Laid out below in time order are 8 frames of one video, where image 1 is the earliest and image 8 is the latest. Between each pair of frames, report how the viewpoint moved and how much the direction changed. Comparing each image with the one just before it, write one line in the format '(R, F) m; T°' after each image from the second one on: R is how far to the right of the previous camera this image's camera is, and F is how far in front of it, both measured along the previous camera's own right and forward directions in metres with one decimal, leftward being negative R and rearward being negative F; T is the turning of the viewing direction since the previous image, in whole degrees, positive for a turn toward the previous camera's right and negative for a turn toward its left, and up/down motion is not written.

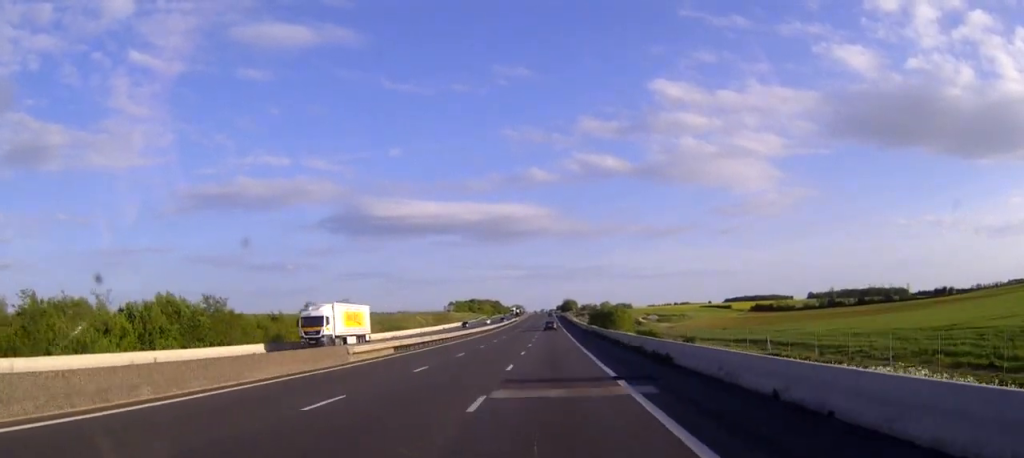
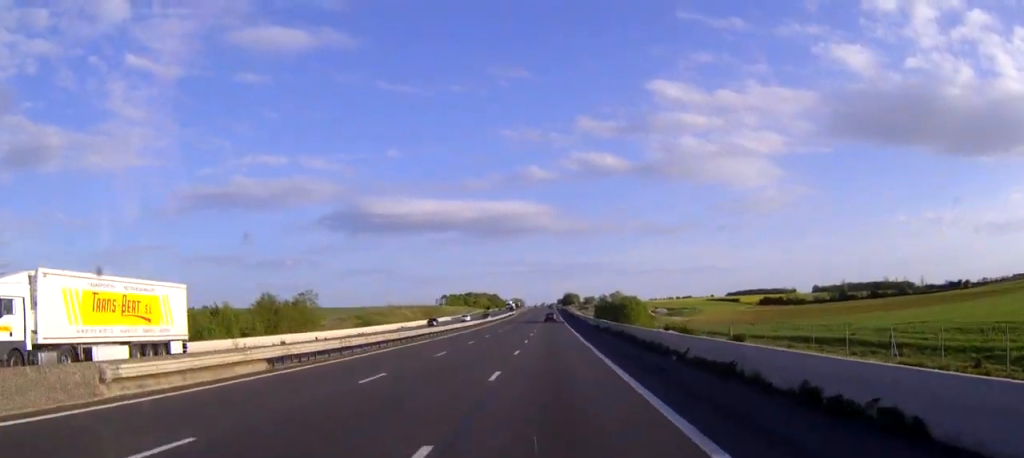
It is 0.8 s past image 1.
(0.0, +21.2) m; 0°
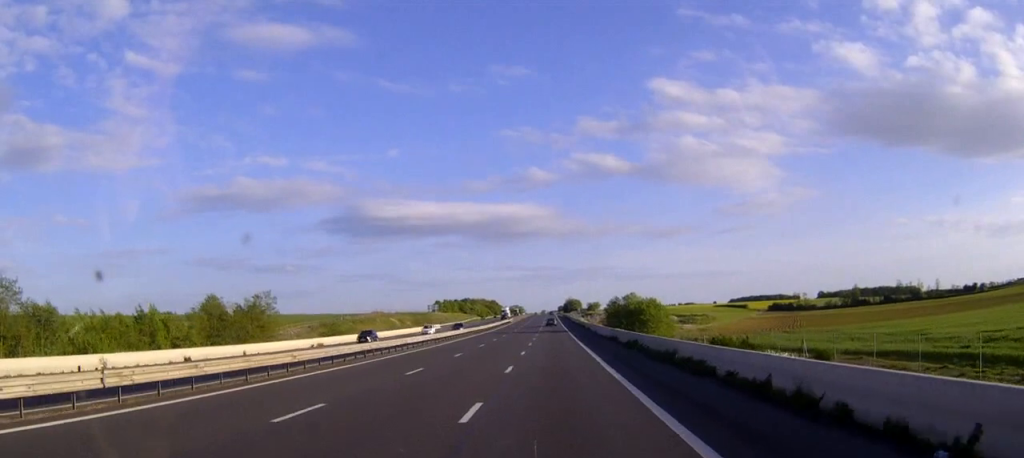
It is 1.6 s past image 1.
(0.0, +19.6) m; 0°
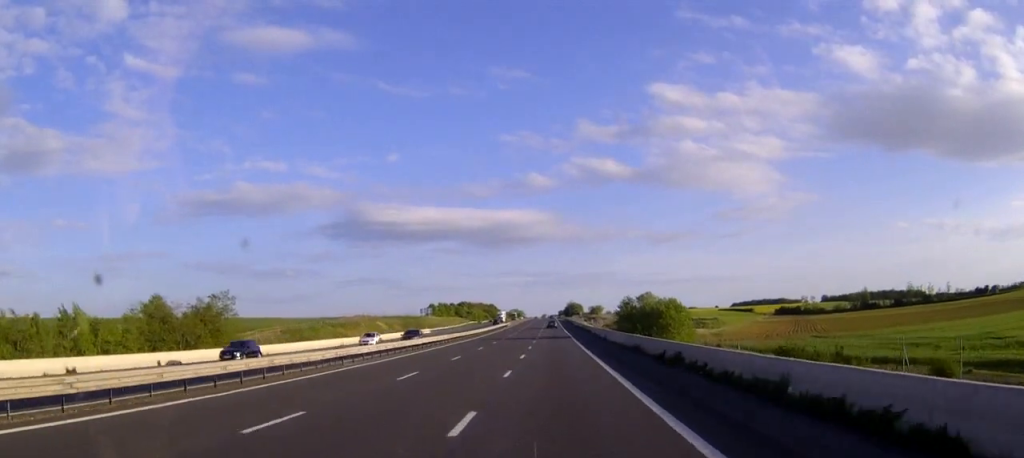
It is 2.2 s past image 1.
(0.0, +14.5) m; 0°
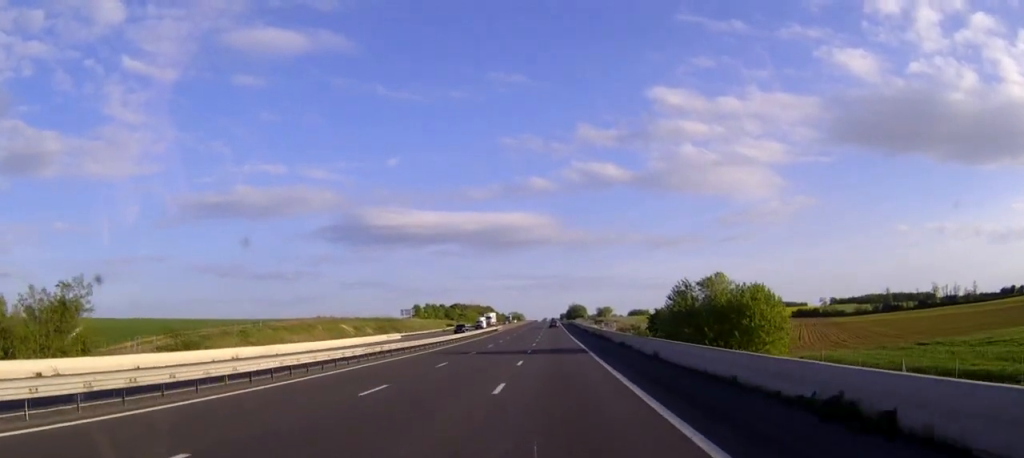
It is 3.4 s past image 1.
(0.0, +31.6) m; 0°
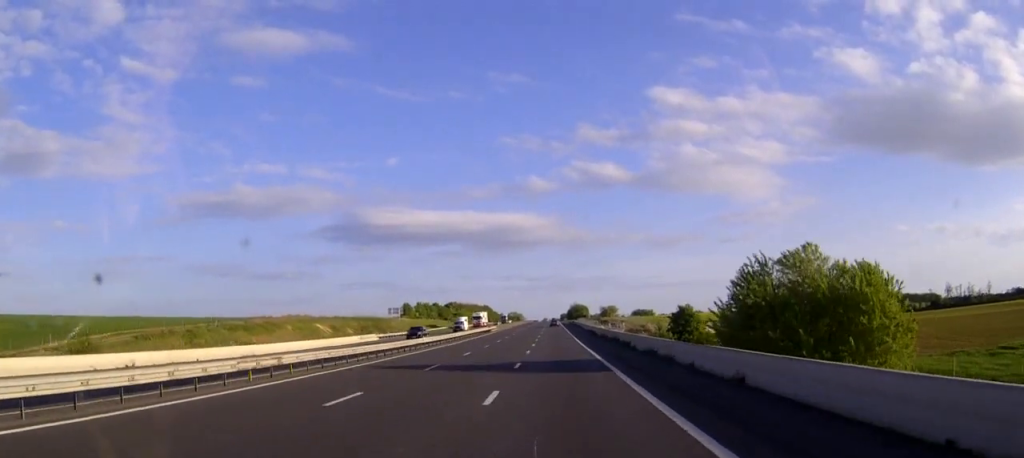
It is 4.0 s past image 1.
(0.0, +16.2) m; 0°
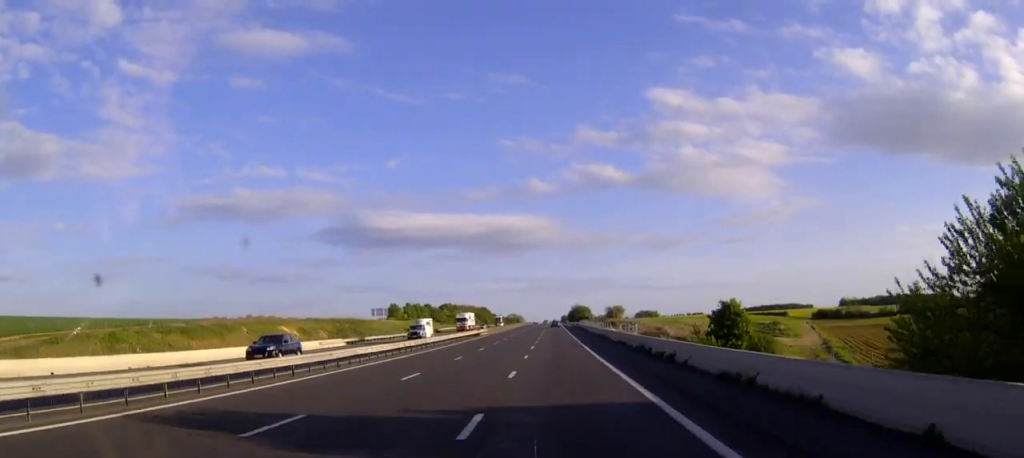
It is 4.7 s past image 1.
(0.0, +17.8) m; 0°
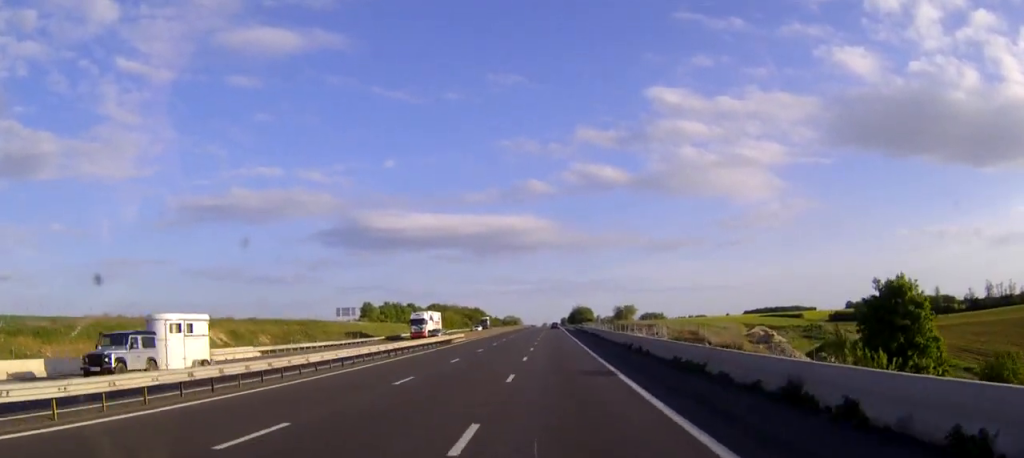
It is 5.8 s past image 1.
(+0.1, +27.1) m; 0°
